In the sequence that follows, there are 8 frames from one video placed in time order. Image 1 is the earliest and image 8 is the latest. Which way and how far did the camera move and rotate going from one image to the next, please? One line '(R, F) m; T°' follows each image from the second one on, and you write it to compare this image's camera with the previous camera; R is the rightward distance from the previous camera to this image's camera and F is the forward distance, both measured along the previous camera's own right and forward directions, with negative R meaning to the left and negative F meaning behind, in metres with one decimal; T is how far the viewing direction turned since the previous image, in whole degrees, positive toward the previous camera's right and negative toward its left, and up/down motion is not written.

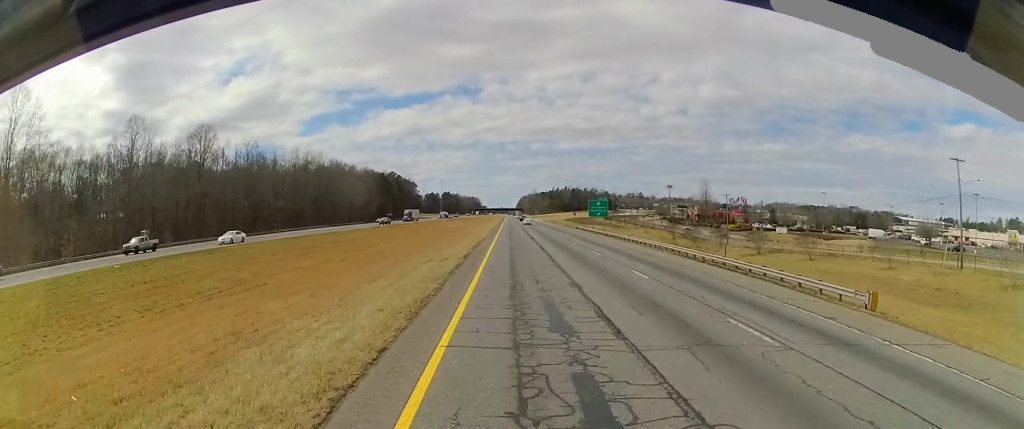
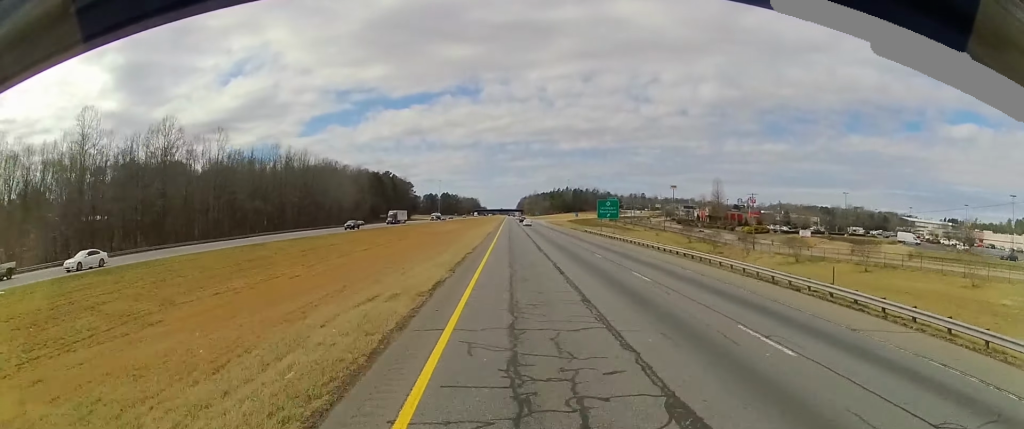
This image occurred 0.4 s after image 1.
(+0.2, +12.9) m; +1°
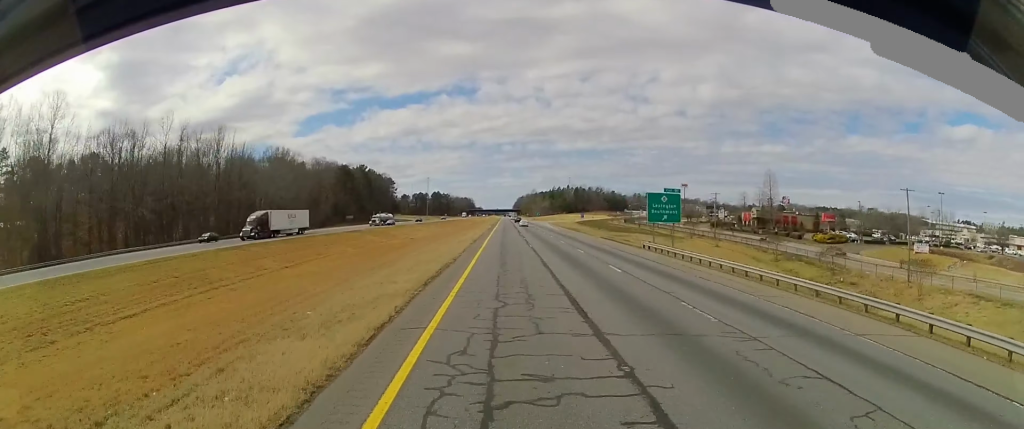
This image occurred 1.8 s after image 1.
(+0.7, +45.3) m; +1°
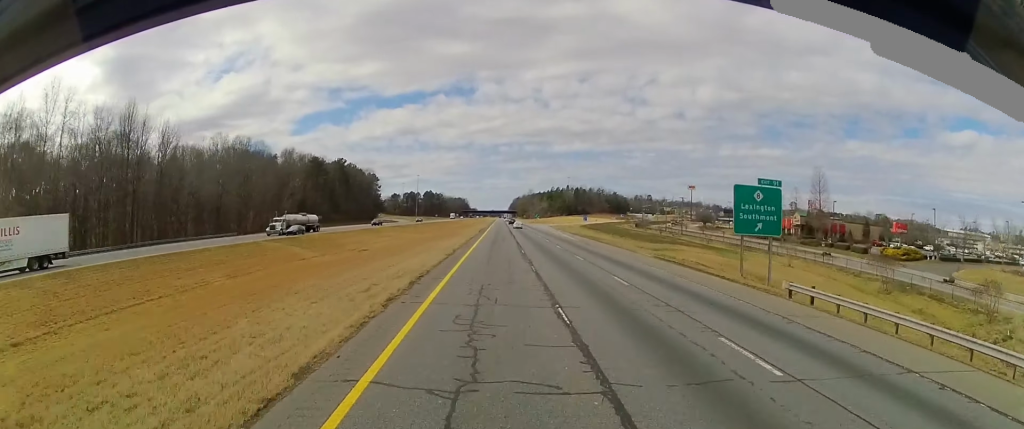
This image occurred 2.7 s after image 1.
(0.0, +29.2) m; 0°
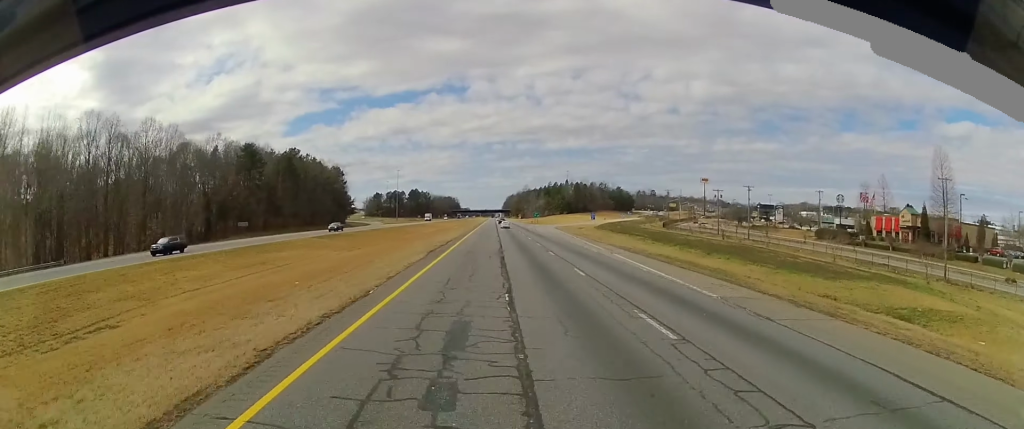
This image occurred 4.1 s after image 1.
(-0.1, +46.5) m; 0°
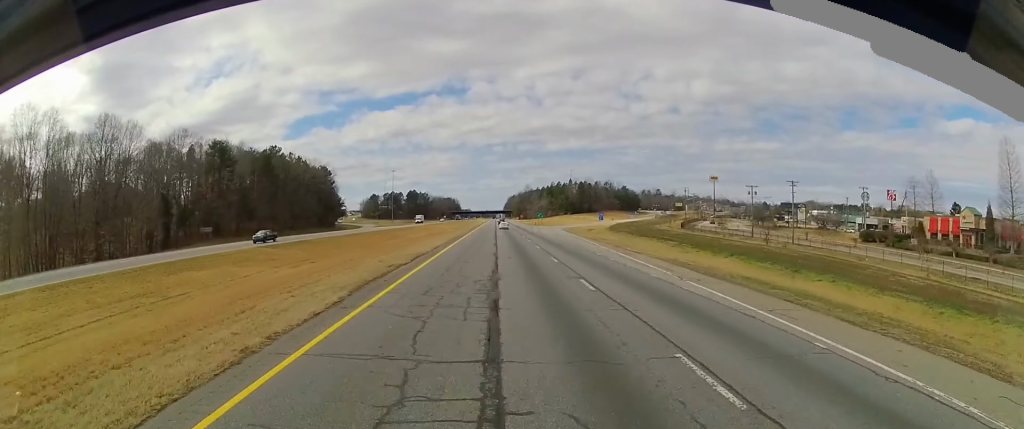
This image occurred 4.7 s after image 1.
(+0.2, +17.1) m; 0°
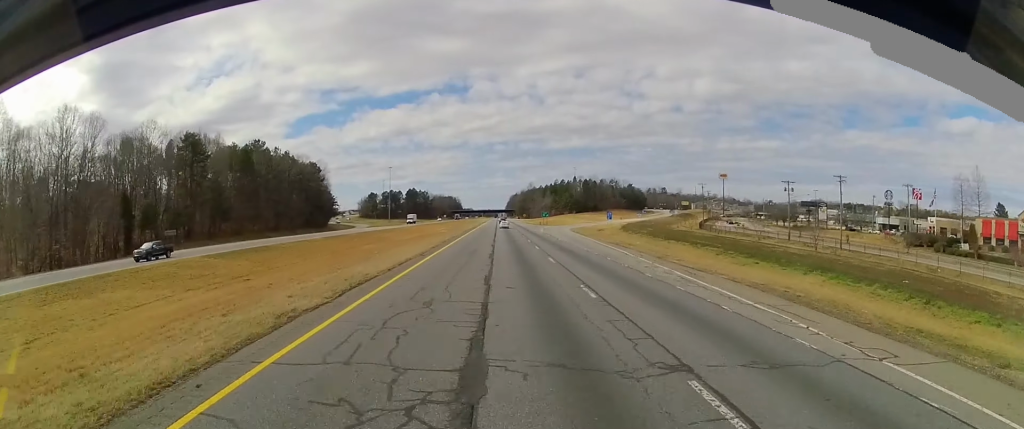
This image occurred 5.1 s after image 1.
(0.0, +13.8) m; 0°
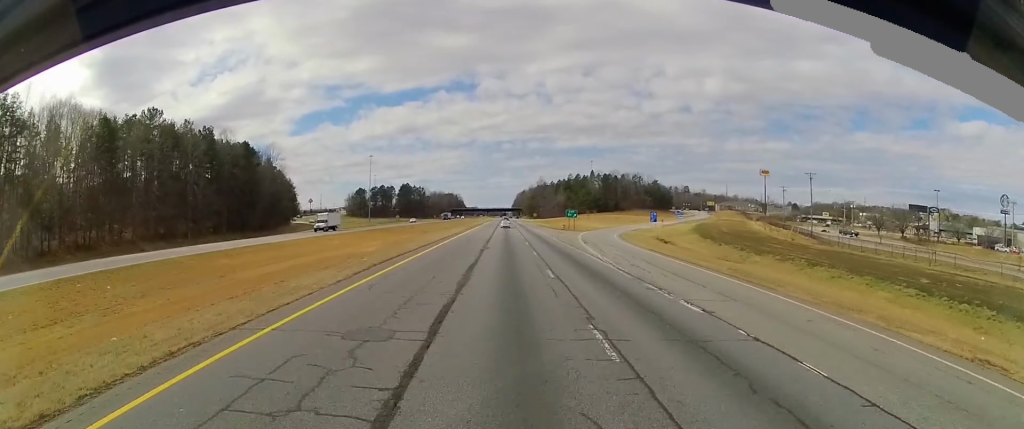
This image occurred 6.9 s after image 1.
(-1.2, +56.2) m; -1°
